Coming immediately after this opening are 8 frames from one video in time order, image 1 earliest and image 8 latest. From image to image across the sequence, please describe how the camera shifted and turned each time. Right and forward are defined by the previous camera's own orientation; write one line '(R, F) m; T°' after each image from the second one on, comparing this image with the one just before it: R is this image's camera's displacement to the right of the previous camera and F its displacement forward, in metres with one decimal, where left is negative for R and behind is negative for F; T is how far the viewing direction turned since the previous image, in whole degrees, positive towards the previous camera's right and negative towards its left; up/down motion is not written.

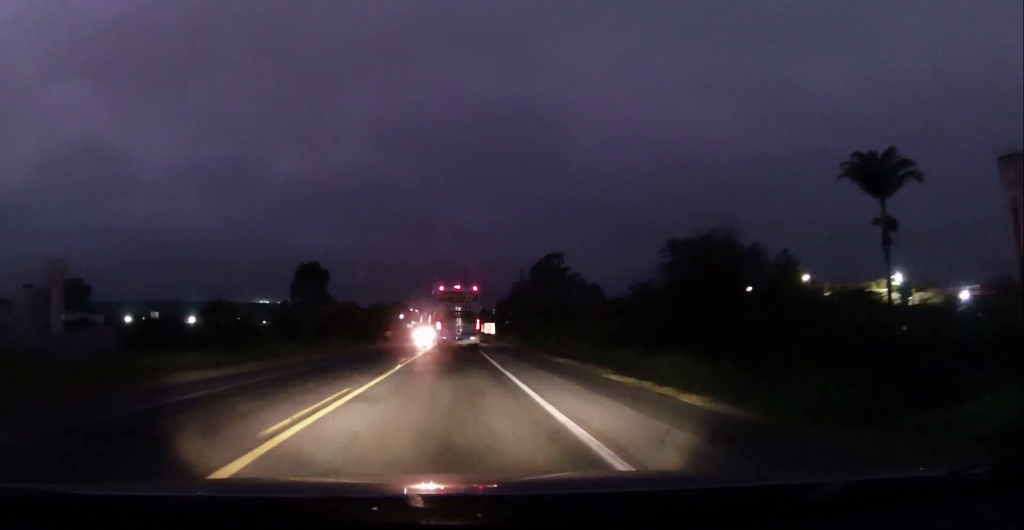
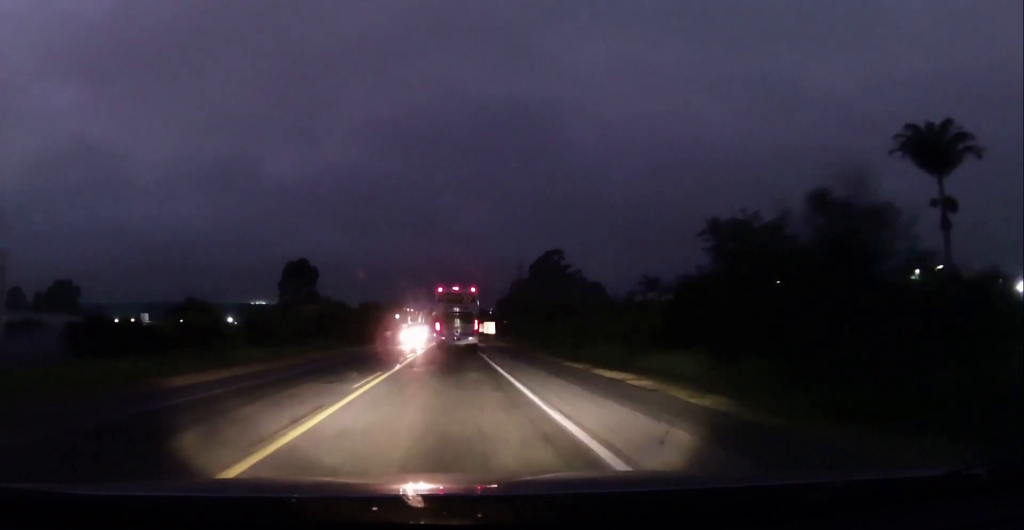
(0.0, +9.7) m; 0°
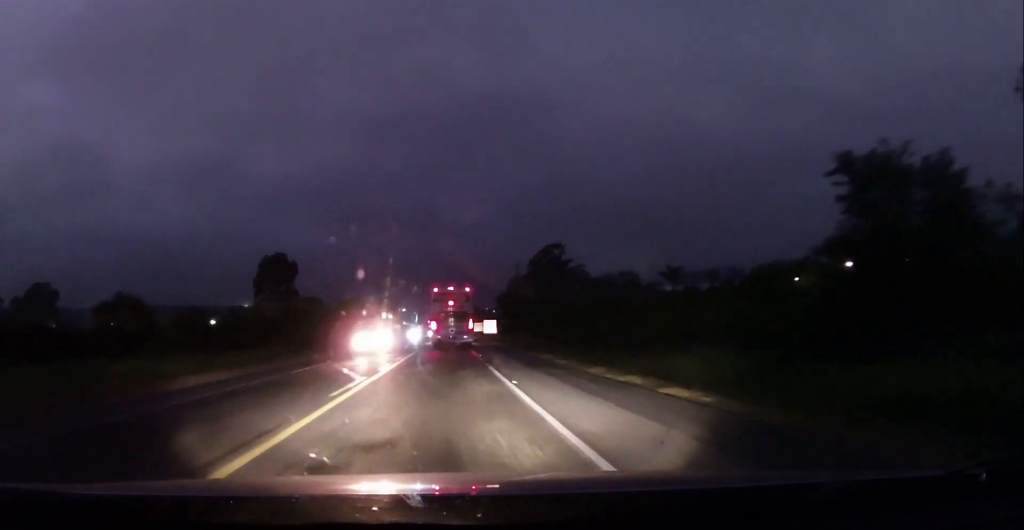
(0.0, +17.5) m; -1°
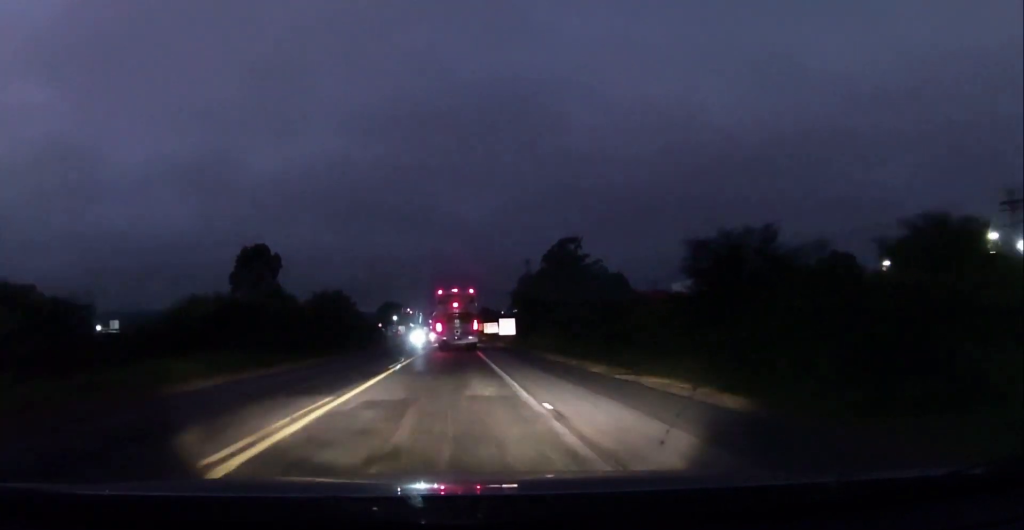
(-0.2, +20.8) m; -1°
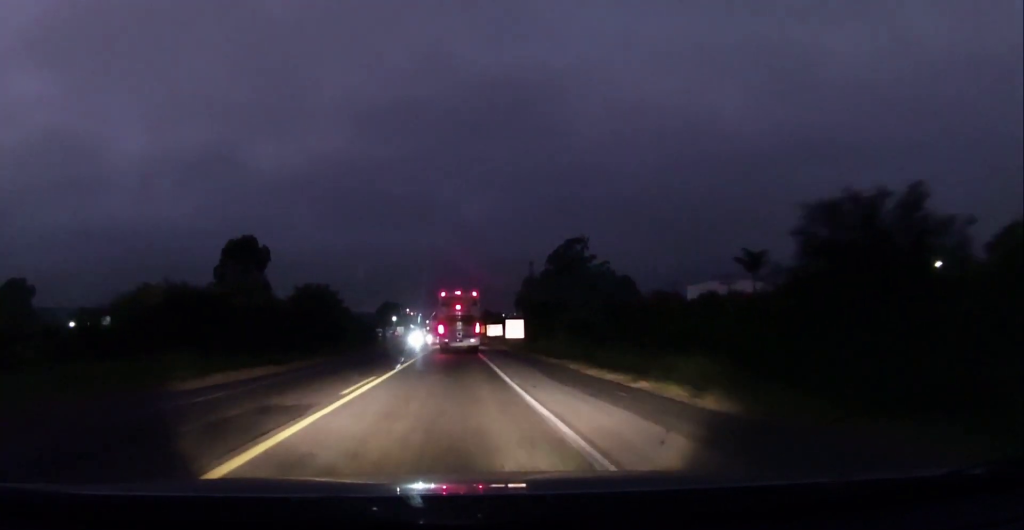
(-0.2, +9.8) m; 0°
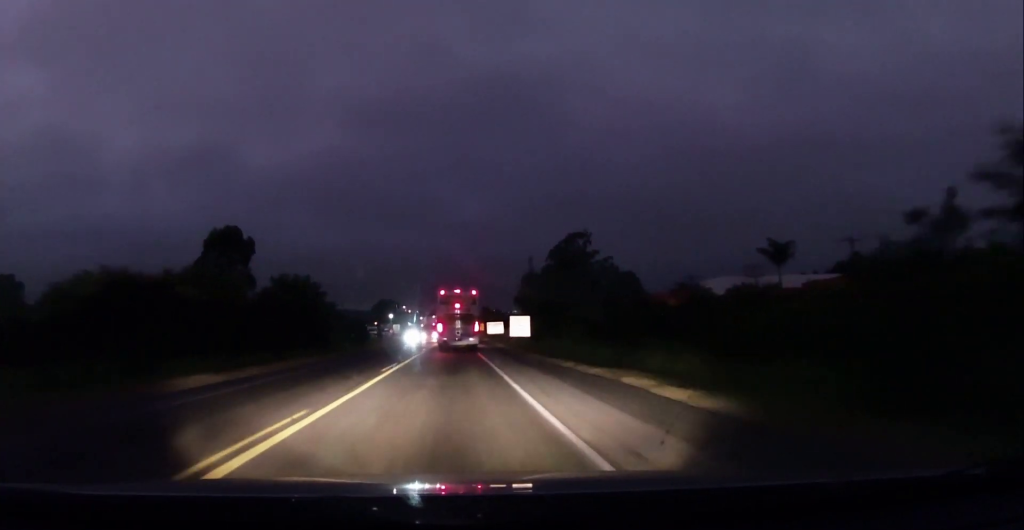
(+0.2, +8.4) m; 0°
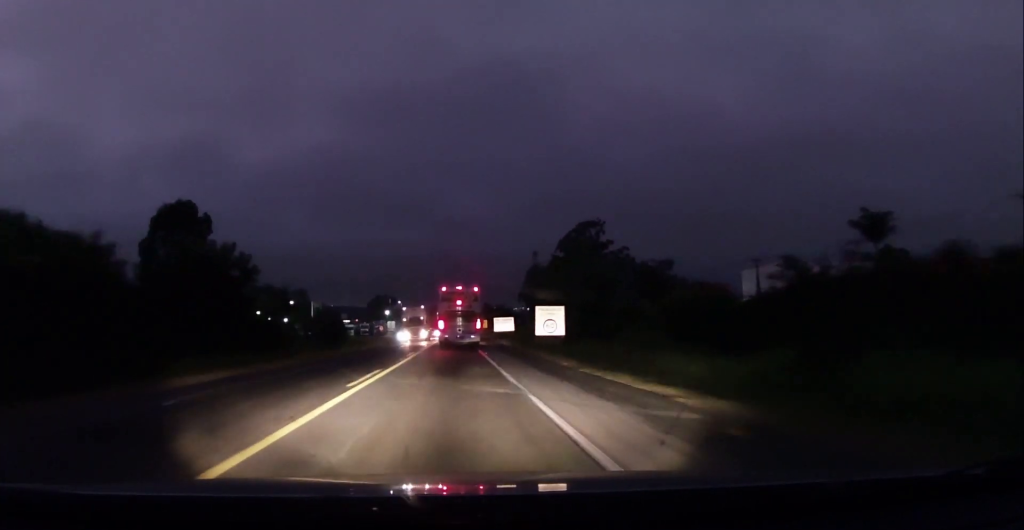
(+0.2, +21.9) m; 0°
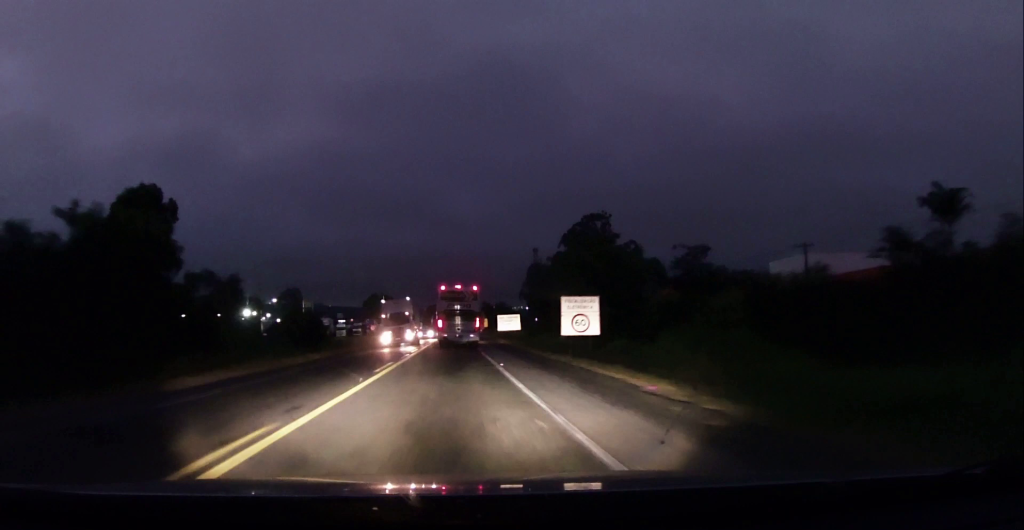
(-0.1, +12.1) m; 0°
